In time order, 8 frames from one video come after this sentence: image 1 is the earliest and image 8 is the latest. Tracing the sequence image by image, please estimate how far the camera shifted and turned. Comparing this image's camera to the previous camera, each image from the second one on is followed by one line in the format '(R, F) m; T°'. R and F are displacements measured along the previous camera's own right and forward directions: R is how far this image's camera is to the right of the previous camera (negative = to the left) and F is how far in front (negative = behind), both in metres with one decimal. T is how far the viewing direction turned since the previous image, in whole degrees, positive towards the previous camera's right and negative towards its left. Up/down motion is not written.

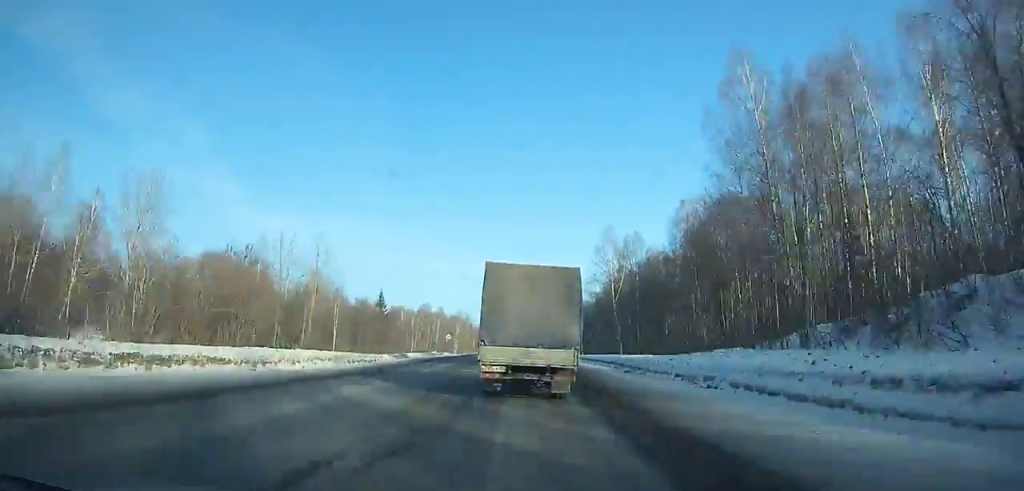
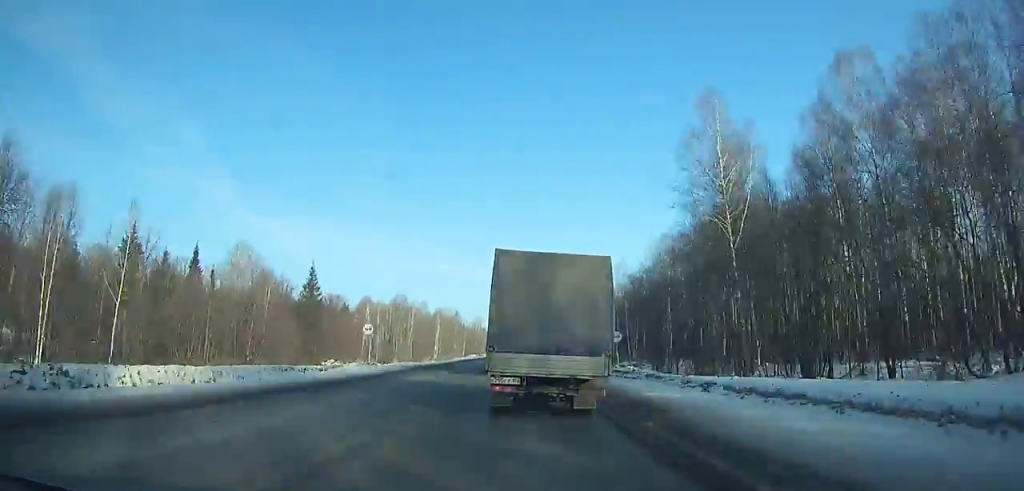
(+0.3, +44.2) m; +1°
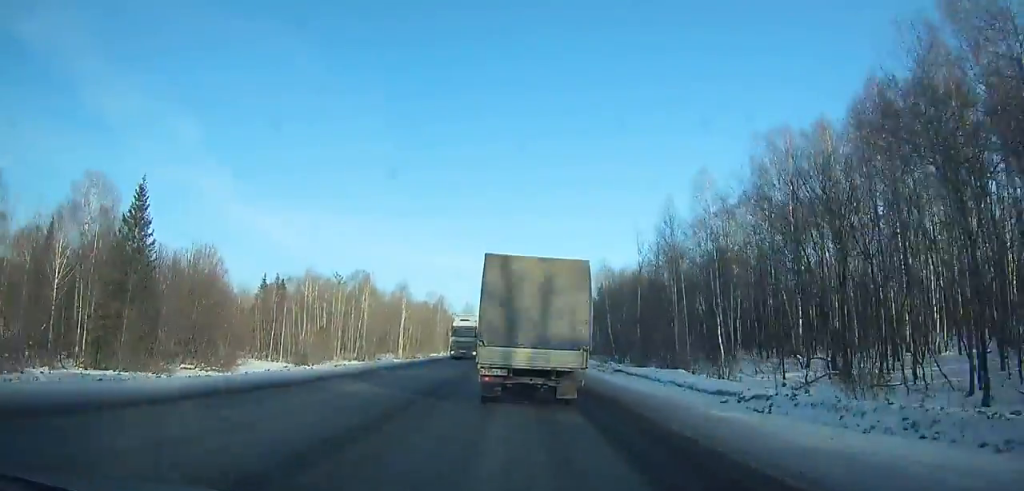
(+0.3, +44.2) m; 0°
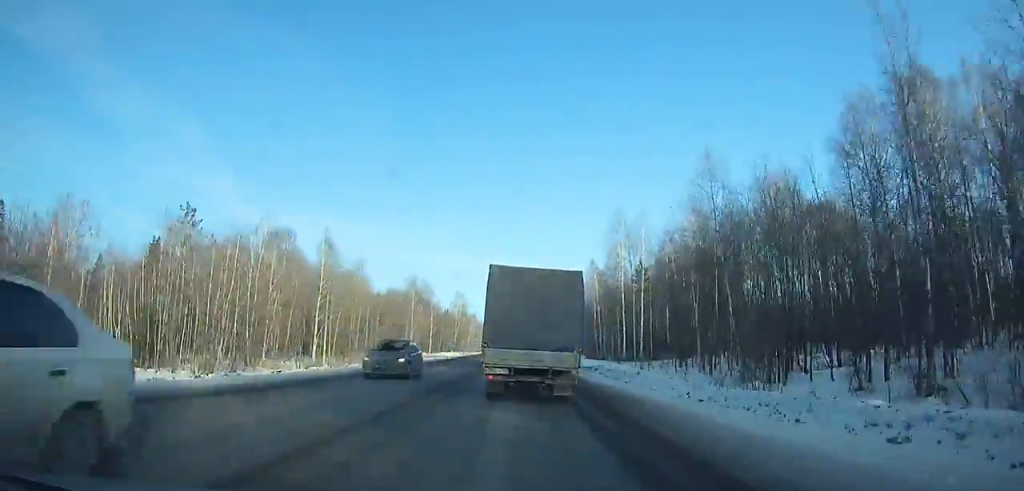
(-0.3, +46.5) m; -1°
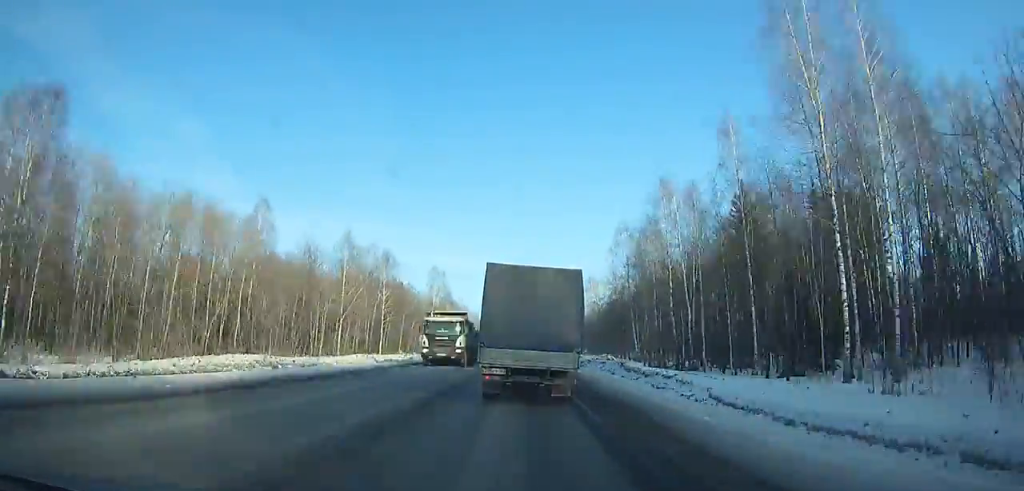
(-0.4, +48.8) m; 0°
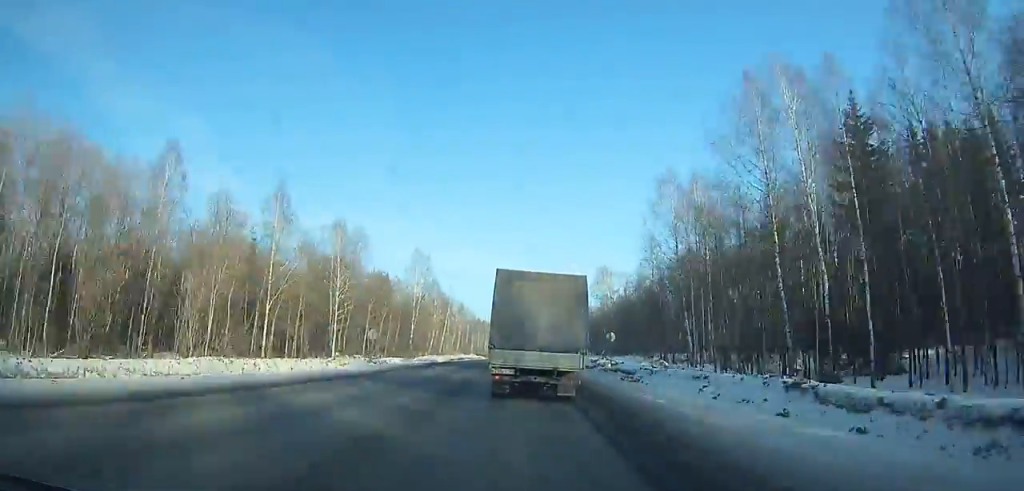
(0.0, +22.5) m; 0°
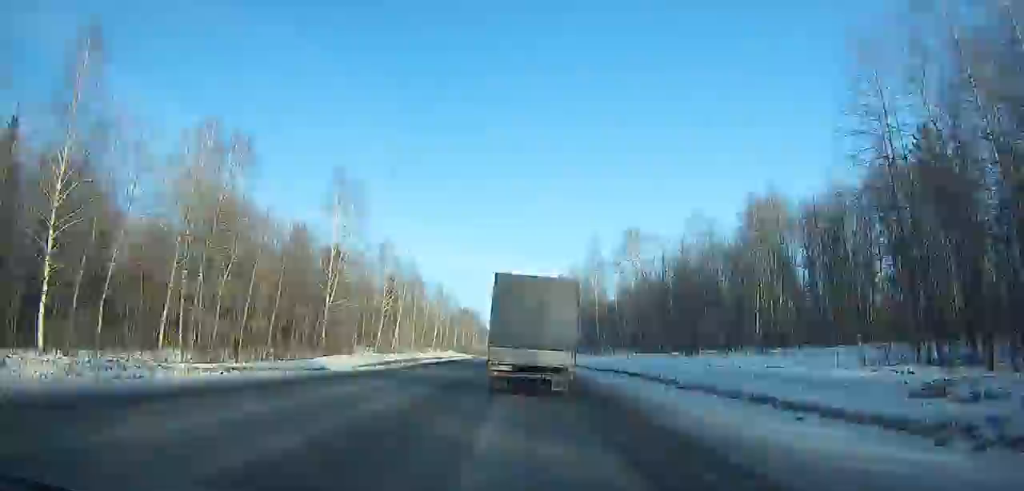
(+0.2, +41.7) m; 0°
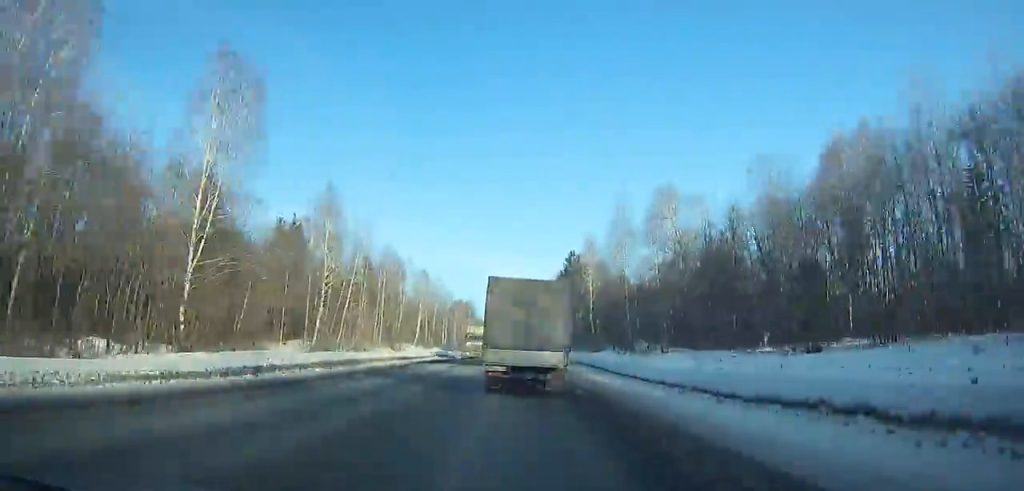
(-0.2, +24.7) m; 0°
